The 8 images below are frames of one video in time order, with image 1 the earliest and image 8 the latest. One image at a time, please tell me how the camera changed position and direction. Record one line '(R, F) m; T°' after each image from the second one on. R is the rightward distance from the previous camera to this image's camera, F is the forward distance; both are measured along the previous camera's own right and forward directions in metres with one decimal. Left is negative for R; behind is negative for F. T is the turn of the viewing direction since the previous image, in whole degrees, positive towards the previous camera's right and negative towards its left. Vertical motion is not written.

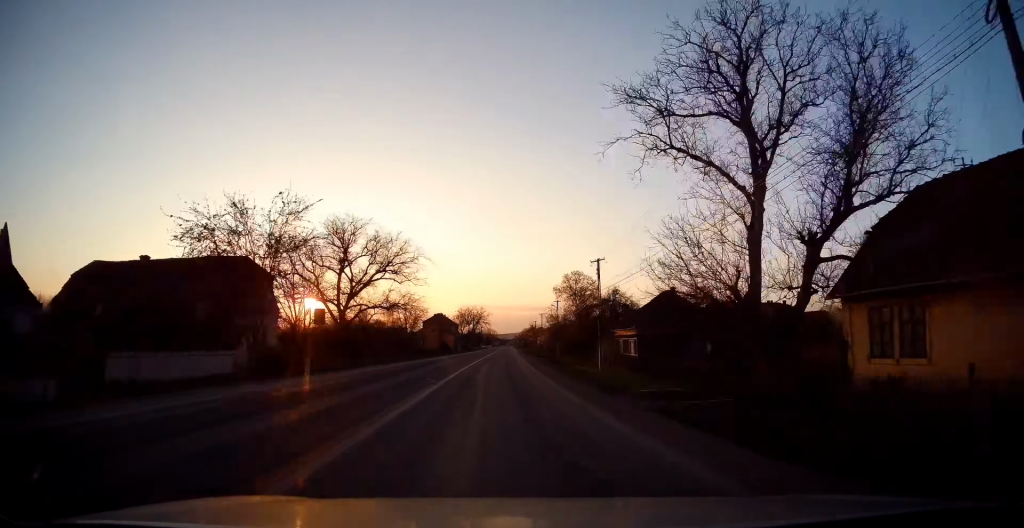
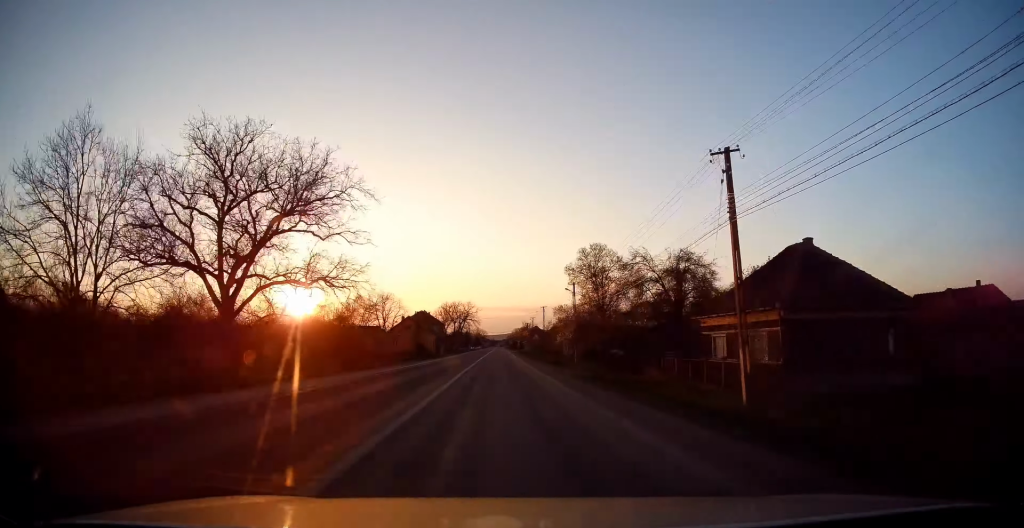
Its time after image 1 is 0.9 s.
(+0.6, +23.9) m; +2°
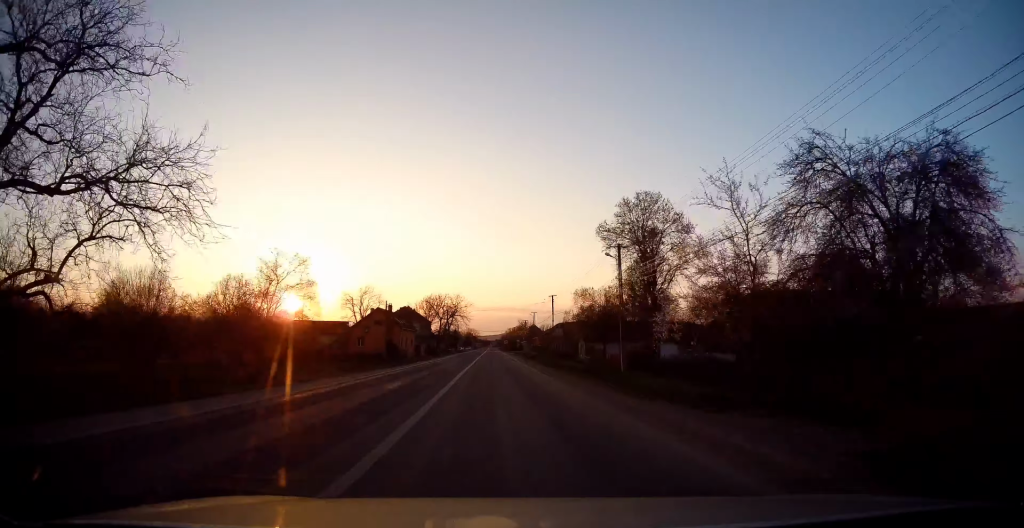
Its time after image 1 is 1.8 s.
(+0.4, +22.4) m; +1°
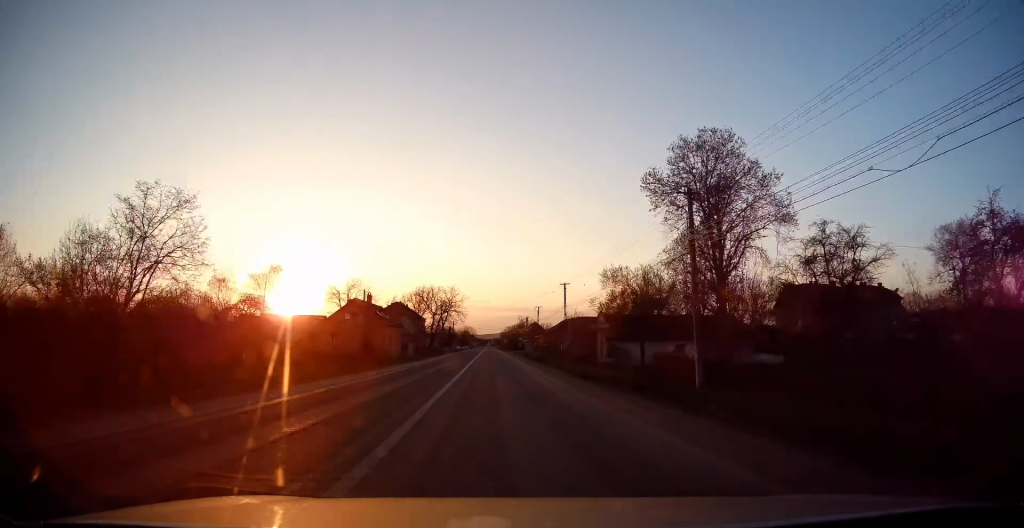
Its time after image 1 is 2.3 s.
(+0.1, +12.9) m; 0°
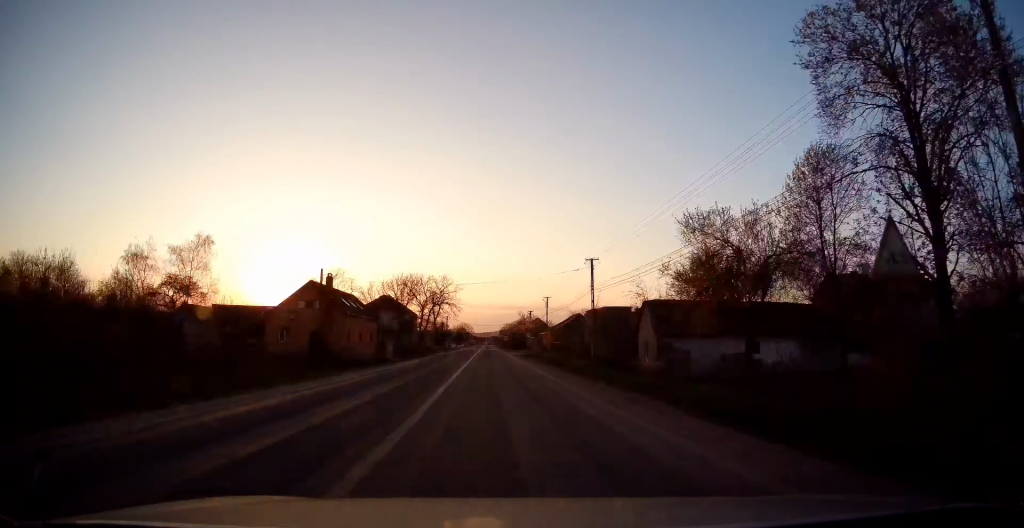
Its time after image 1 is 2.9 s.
(0.0, +16.3) m; 0°
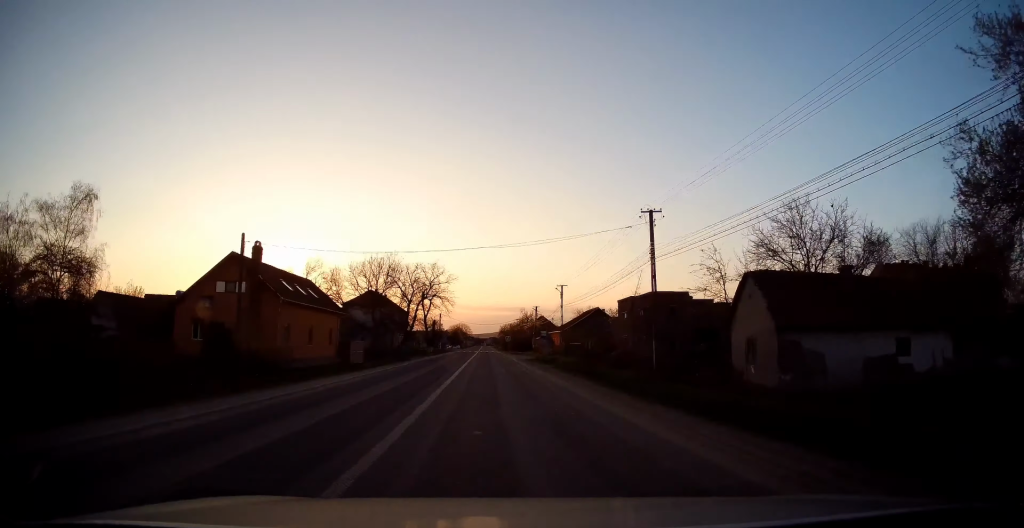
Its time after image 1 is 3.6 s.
(+0.1, +16.2) m; 0°
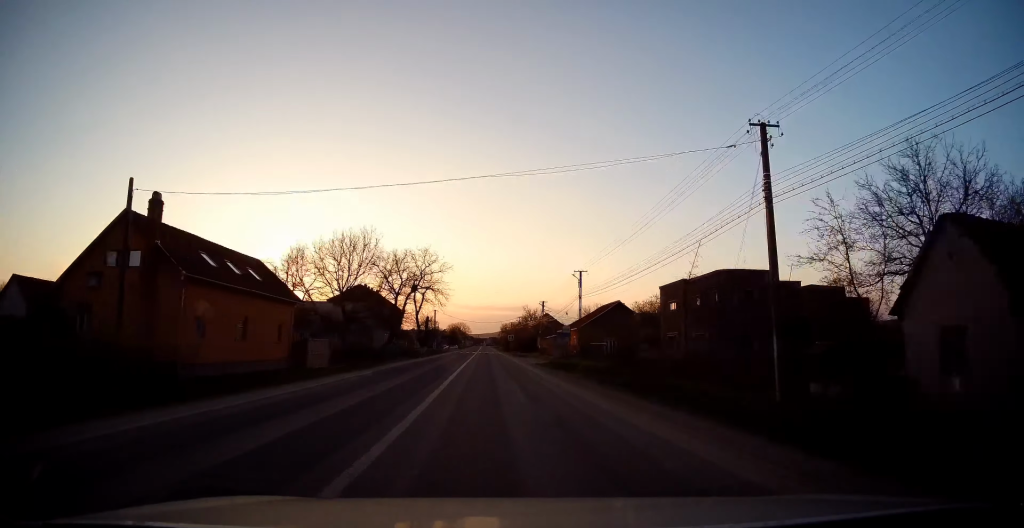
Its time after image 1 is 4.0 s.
(0.0, +11.9) m; 0°
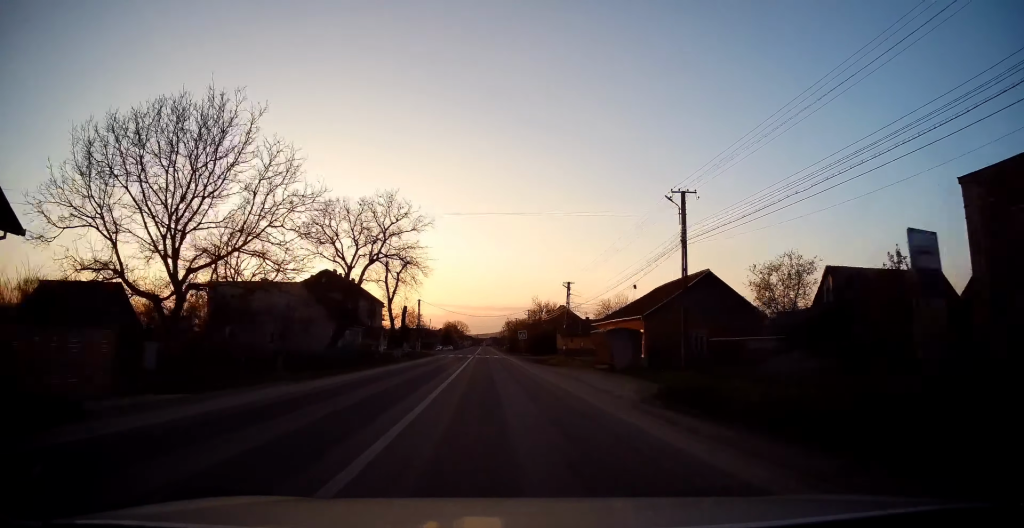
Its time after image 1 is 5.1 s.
(0.0, +26.0) m; -1°
